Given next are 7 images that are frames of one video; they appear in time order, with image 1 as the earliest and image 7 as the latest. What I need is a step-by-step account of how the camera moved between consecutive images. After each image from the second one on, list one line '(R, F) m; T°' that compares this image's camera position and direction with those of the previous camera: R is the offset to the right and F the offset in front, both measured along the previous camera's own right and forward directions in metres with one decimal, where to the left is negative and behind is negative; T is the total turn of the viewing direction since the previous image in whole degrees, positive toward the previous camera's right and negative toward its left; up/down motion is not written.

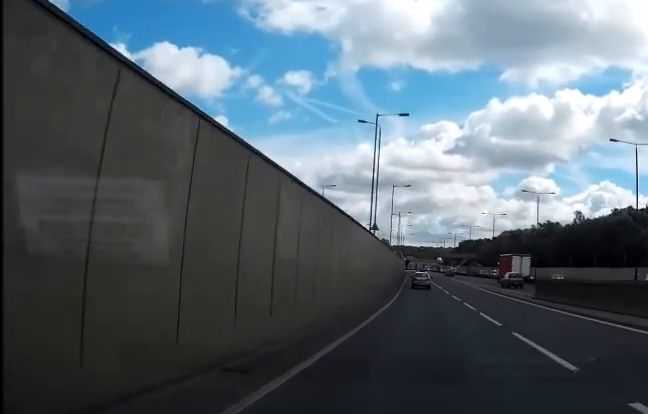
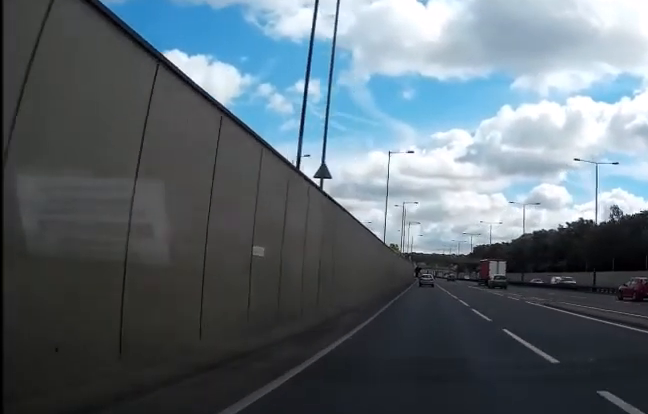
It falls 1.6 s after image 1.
(-0.4, +25.6) m; -1°
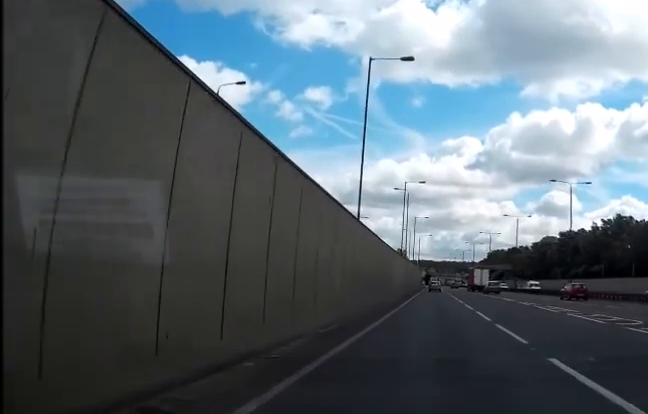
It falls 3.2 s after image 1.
(0.0, +26.3) m; 0°
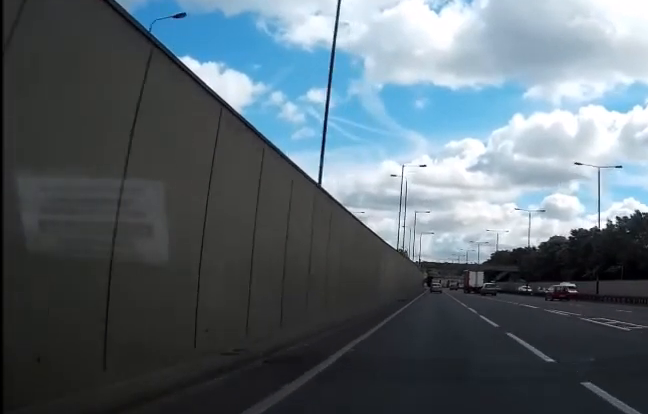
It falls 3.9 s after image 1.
(0.0, +11.2) m; 0°
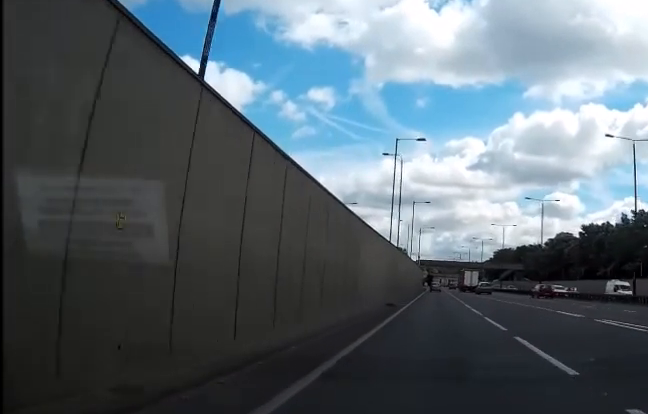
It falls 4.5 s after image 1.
(0.0, +10.7) m; -1°
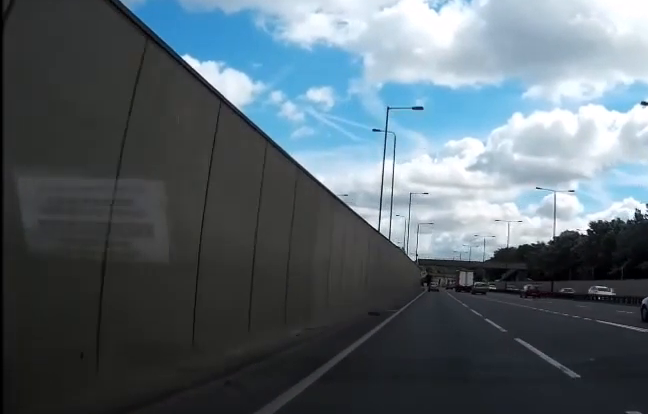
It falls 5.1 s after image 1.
(-0.1, +9.1) m; 0°
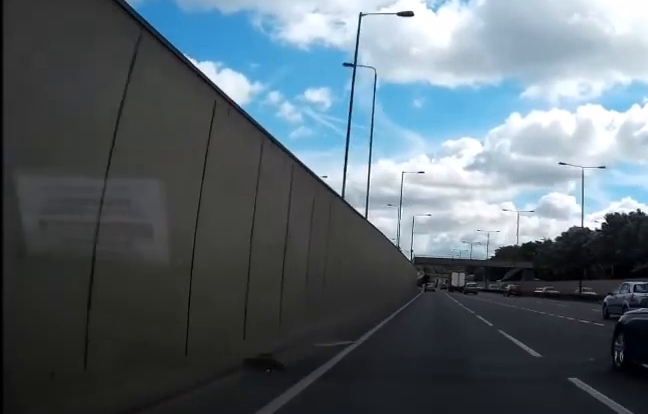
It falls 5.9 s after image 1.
(-0.2, +14.8) m; 0°
